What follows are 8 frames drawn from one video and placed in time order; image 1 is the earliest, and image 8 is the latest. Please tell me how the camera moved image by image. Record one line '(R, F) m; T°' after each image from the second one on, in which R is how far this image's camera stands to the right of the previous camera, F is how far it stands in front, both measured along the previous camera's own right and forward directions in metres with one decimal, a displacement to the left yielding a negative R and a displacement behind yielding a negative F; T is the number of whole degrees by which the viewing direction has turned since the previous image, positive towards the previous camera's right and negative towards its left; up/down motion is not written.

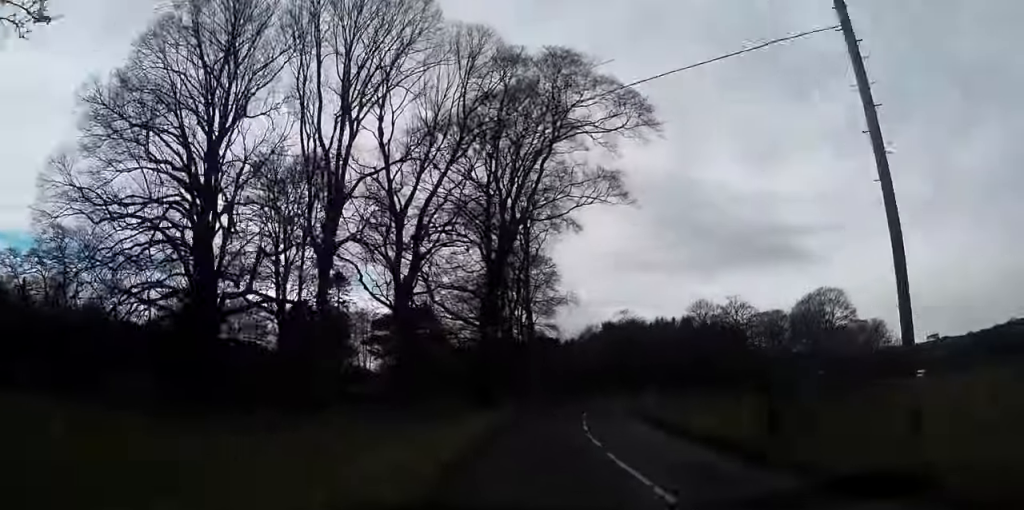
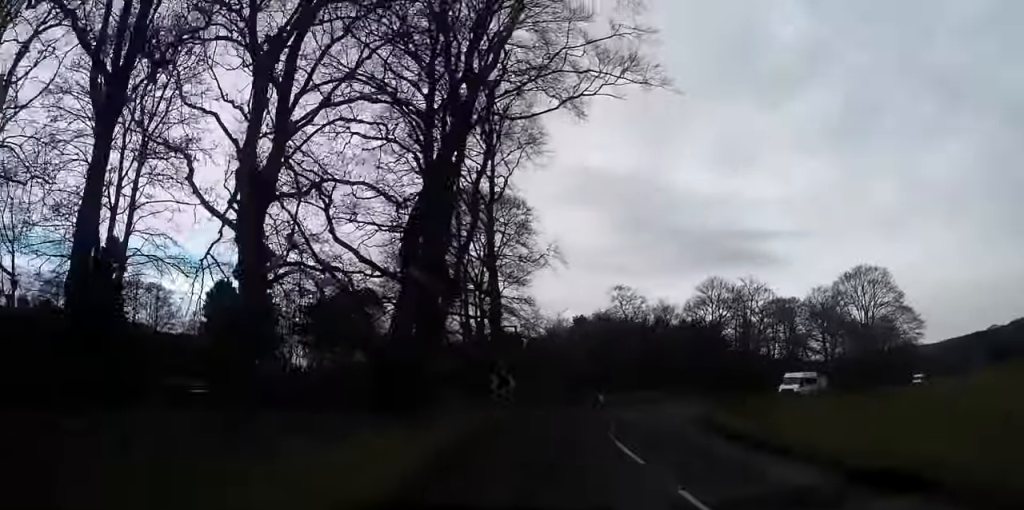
(+0.3, +21.1) m; +4°
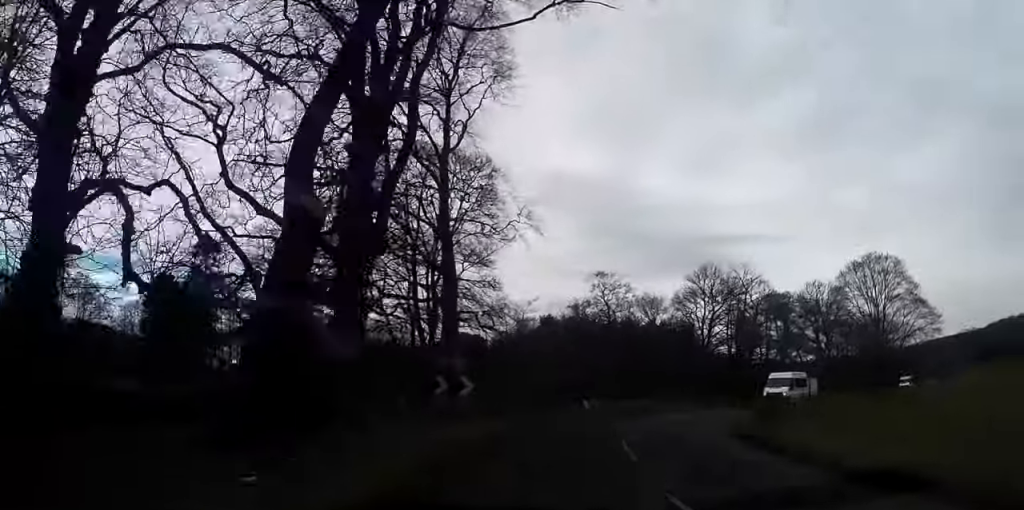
(-0.1, +9.6) m; +3°
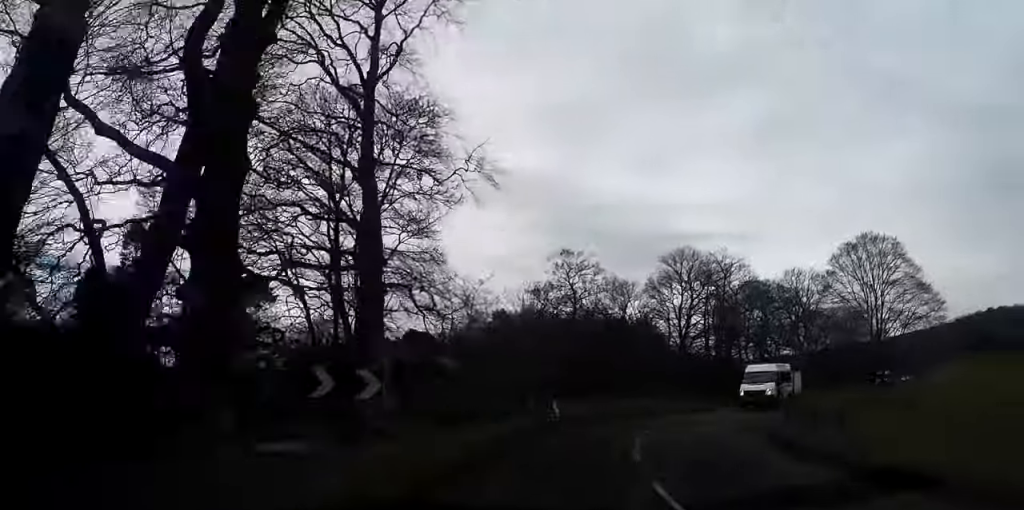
(+0.4, +7.8) m; +4°
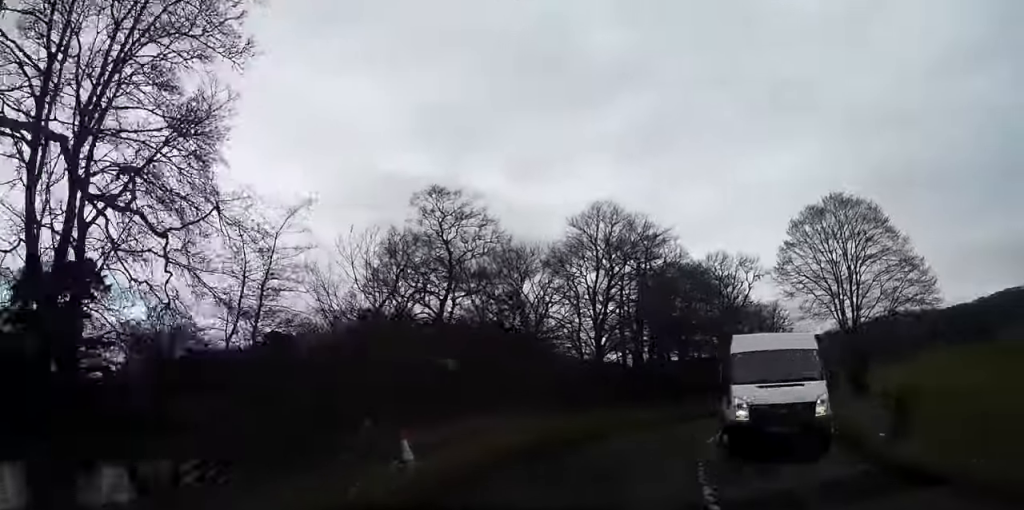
(+1.0, +15.1) m; +10°
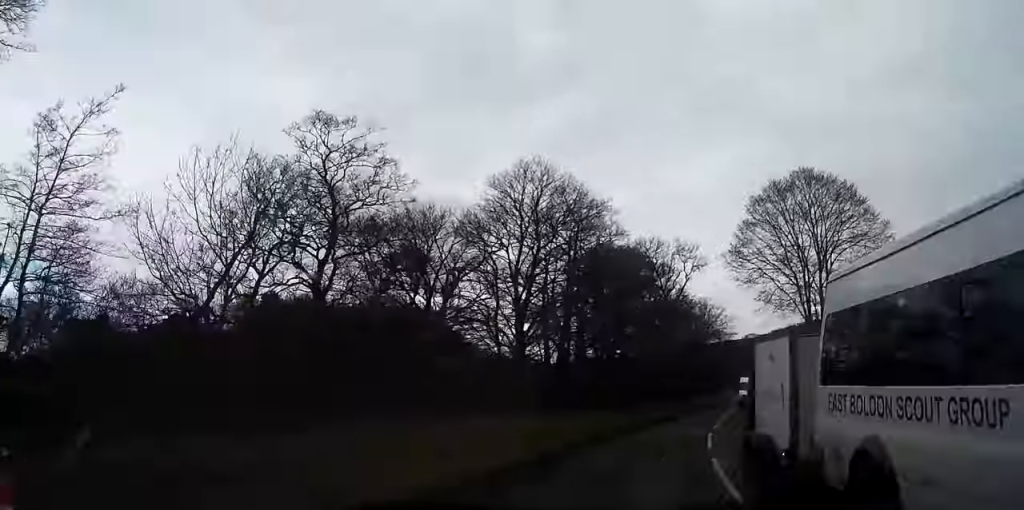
(-0.1, +7.3) m; +6°
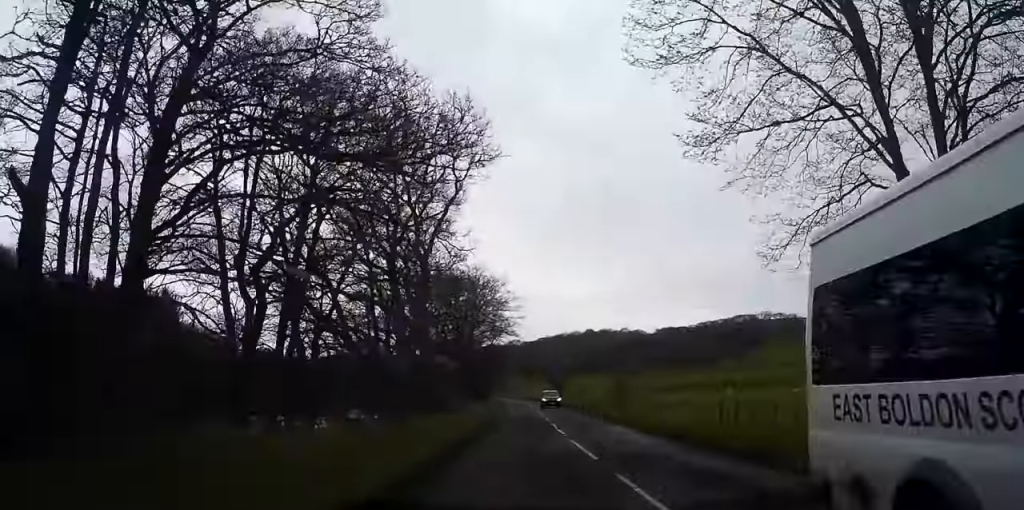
(+6.4, +30.0) m; +17°
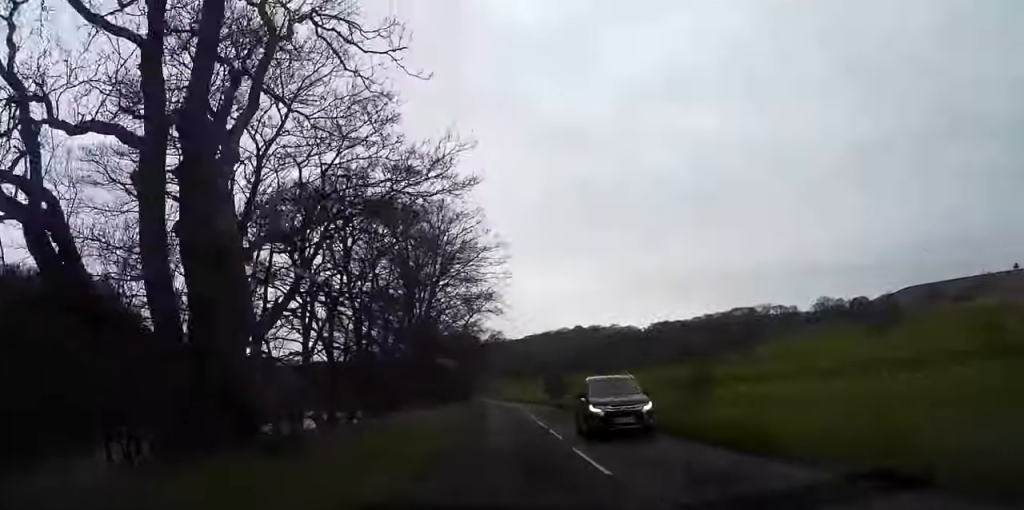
(+0.7, +25.1) m; +1°
